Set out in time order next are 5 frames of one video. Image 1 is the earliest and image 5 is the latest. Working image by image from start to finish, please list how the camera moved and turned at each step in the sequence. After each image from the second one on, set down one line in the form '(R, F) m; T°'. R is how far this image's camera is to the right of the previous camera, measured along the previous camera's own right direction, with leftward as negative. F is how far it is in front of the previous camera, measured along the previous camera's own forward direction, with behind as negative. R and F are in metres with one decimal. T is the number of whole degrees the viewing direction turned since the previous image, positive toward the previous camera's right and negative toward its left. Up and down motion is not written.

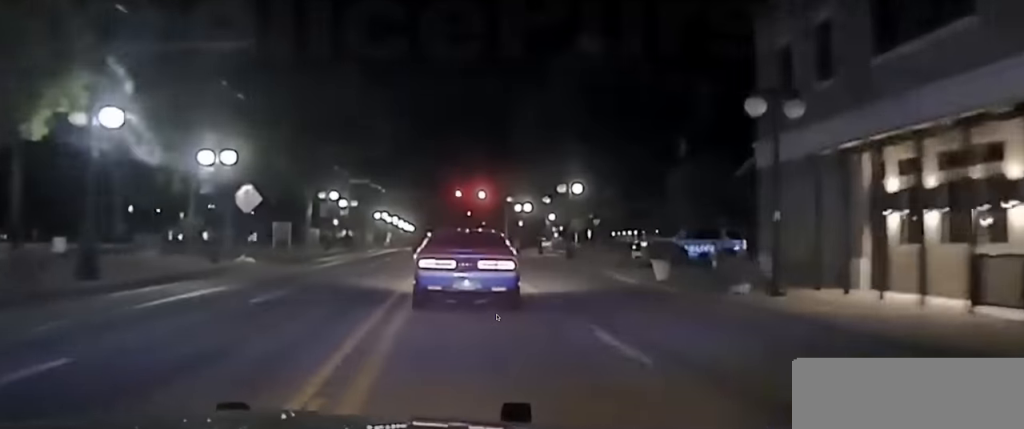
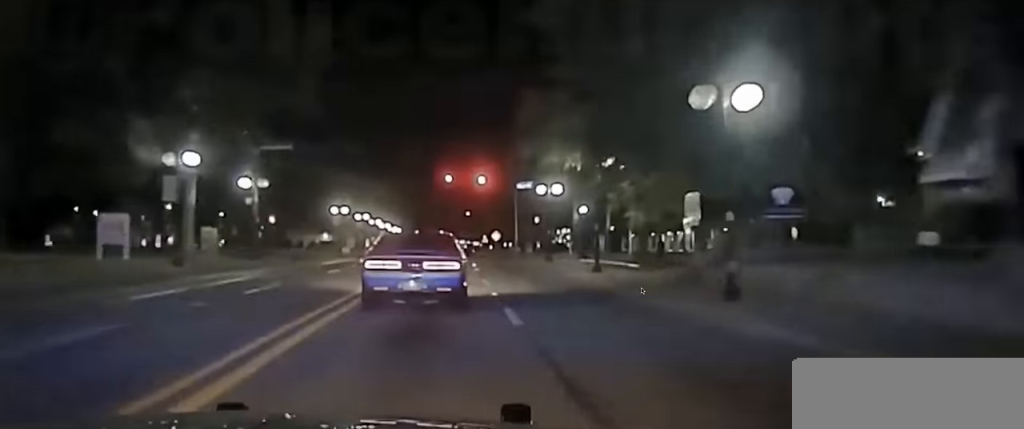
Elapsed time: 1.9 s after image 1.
(-0.2, +31.6) m; -1°
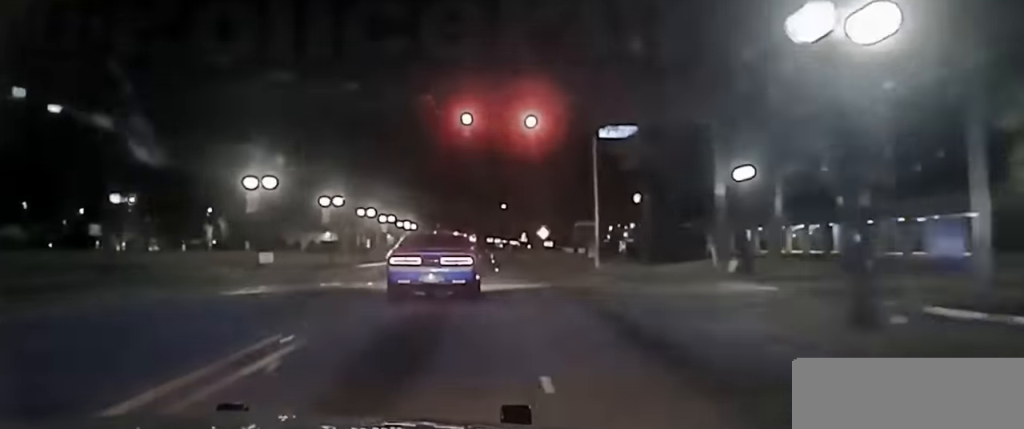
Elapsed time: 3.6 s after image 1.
(-0.4, +40.9) m; -2°
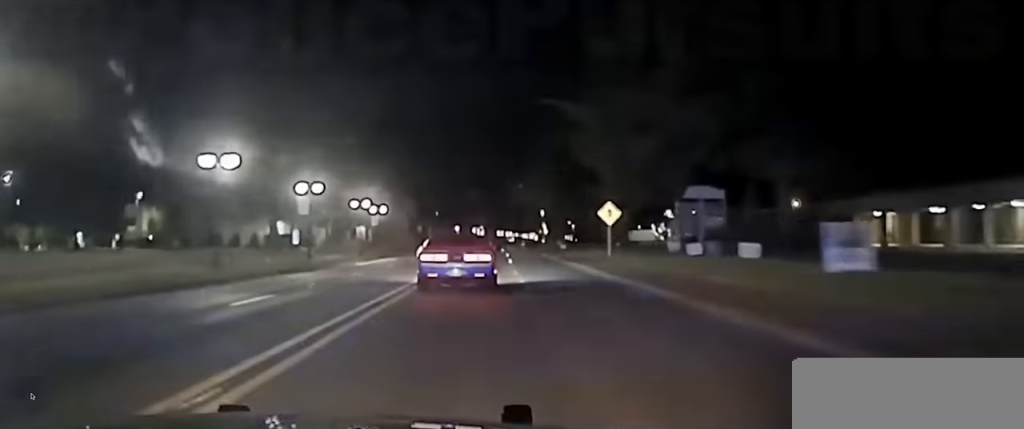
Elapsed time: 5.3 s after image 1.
(-0.8, +52.0) m; -1°
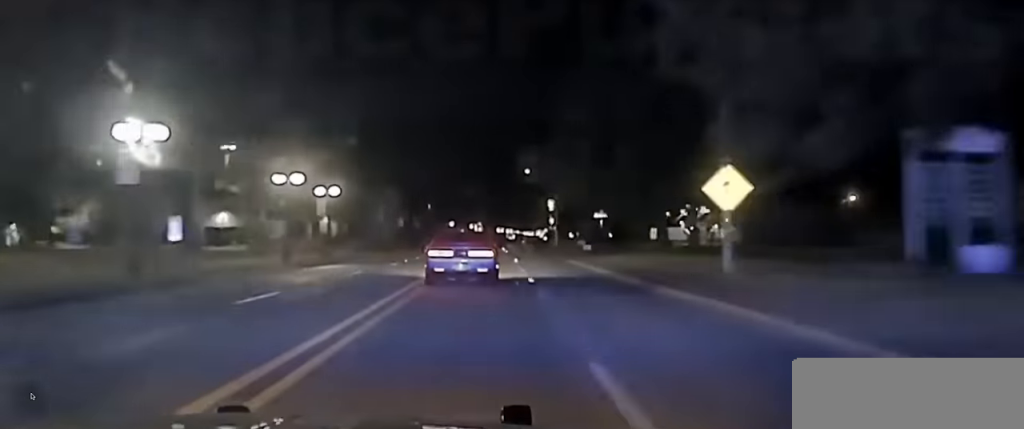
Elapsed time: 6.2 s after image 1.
(+0.2, +30.1) m; 0°
